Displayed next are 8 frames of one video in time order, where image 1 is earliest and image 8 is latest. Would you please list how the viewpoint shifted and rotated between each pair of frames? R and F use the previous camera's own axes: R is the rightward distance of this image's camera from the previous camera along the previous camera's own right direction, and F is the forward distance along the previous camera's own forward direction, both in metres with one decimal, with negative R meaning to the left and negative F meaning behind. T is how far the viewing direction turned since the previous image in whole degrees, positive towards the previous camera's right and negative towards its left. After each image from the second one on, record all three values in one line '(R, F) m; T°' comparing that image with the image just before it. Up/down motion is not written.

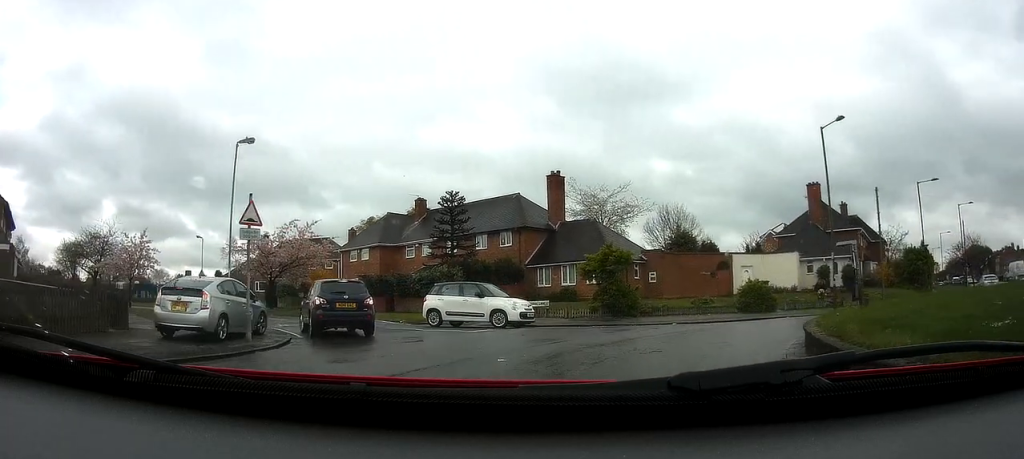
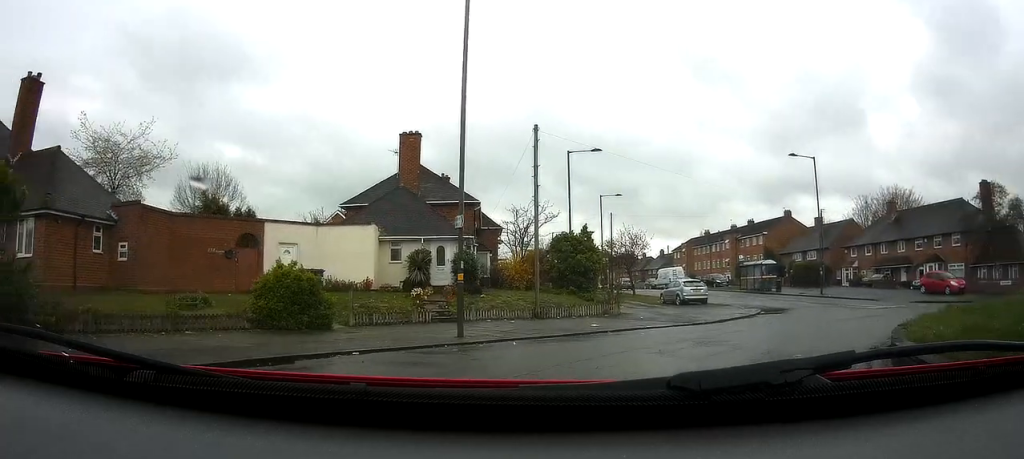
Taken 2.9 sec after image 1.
(+6.3, +15.4) m; +47°
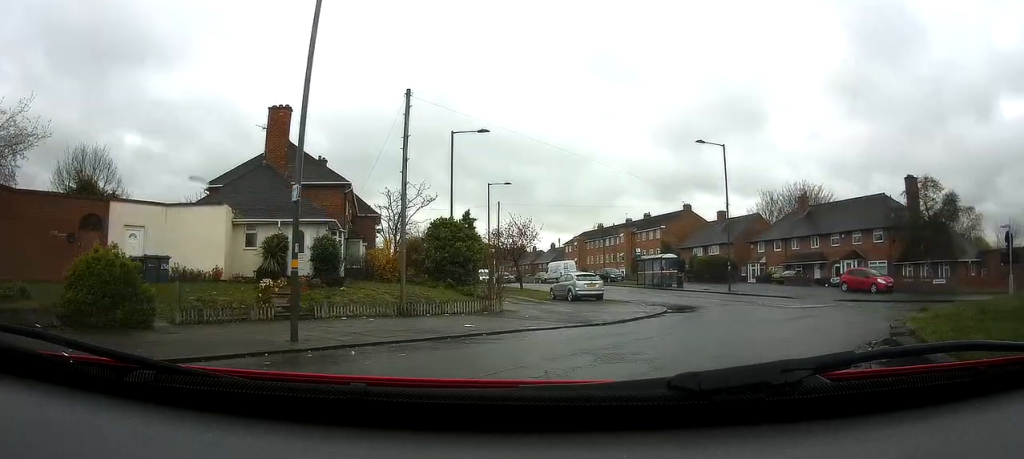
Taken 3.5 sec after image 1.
(+0.4, +3.4) m; +10°
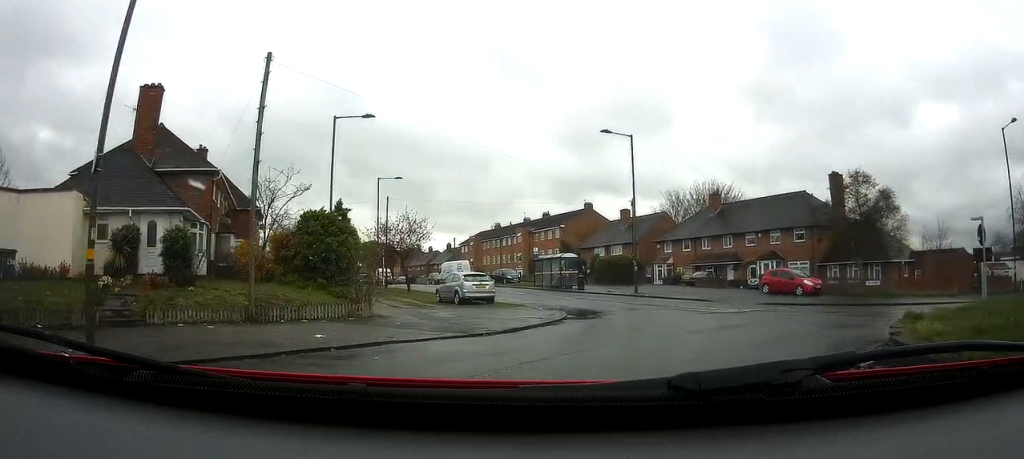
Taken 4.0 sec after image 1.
(0.0, +3.2) m; +9°
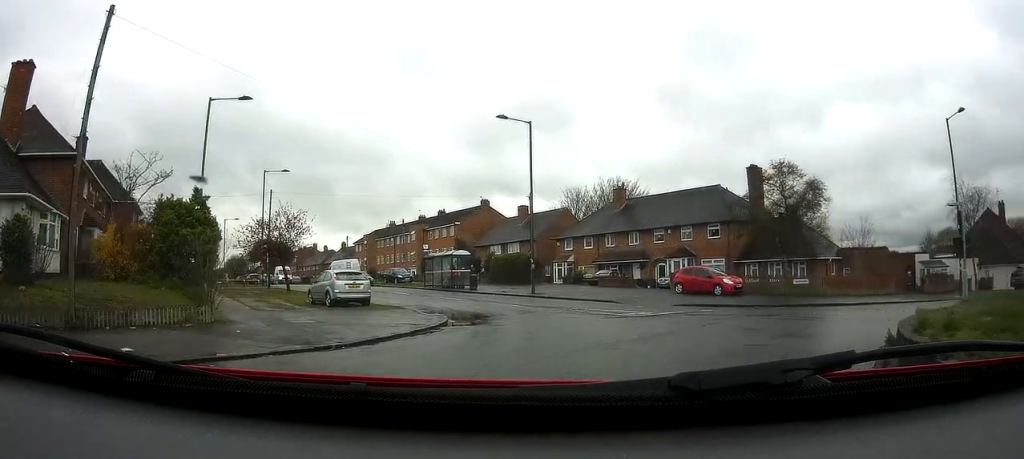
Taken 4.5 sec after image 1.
(+0.6, +3.2) m; +10°
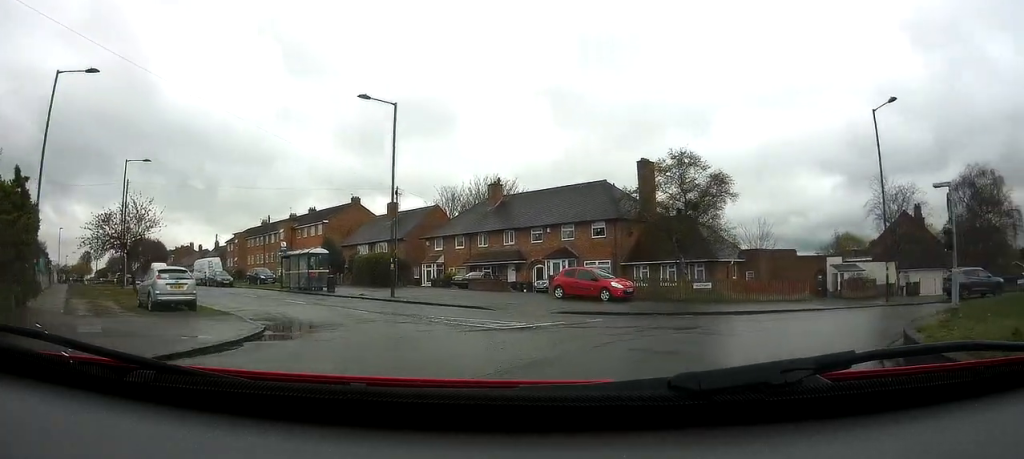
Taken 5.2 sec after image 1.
(+0.3, +3.9) m; +11°
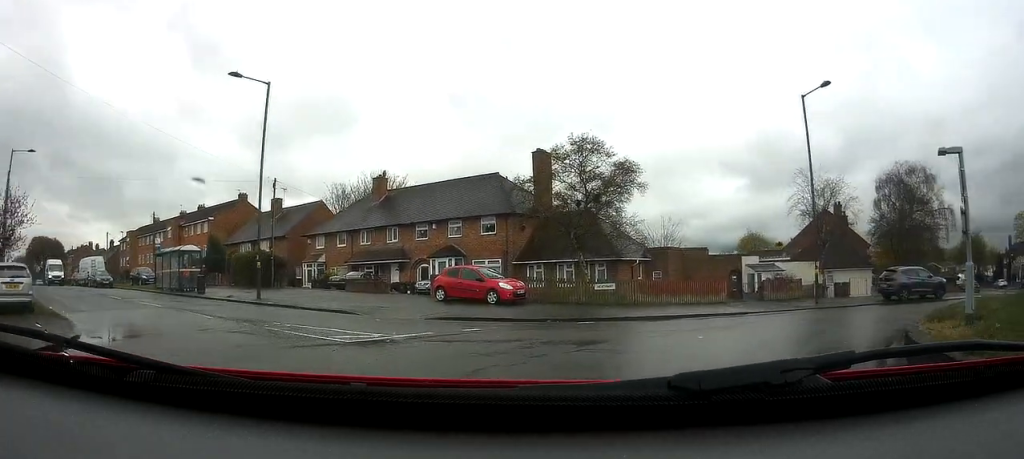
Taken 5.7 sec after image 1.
(+0.3, +3.3) m; +9°
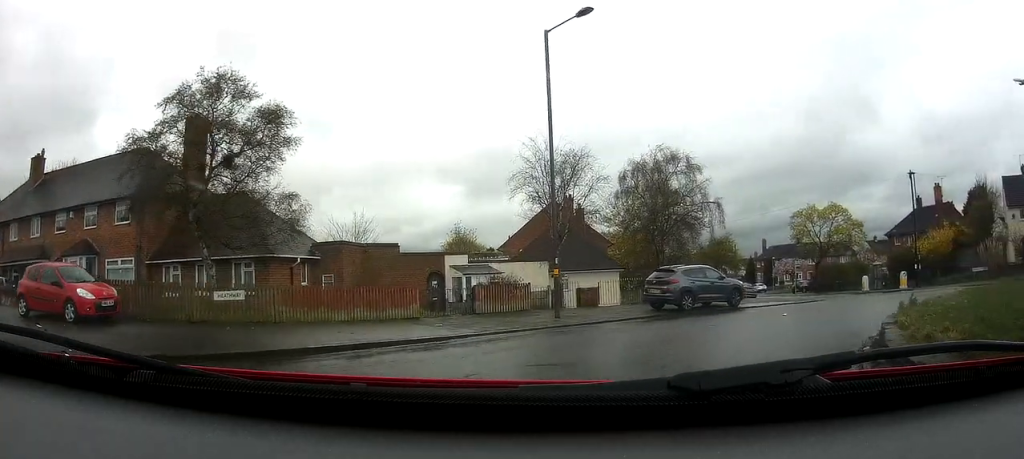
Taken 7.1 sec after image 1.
(+2.0, +8.4) m; +32°
